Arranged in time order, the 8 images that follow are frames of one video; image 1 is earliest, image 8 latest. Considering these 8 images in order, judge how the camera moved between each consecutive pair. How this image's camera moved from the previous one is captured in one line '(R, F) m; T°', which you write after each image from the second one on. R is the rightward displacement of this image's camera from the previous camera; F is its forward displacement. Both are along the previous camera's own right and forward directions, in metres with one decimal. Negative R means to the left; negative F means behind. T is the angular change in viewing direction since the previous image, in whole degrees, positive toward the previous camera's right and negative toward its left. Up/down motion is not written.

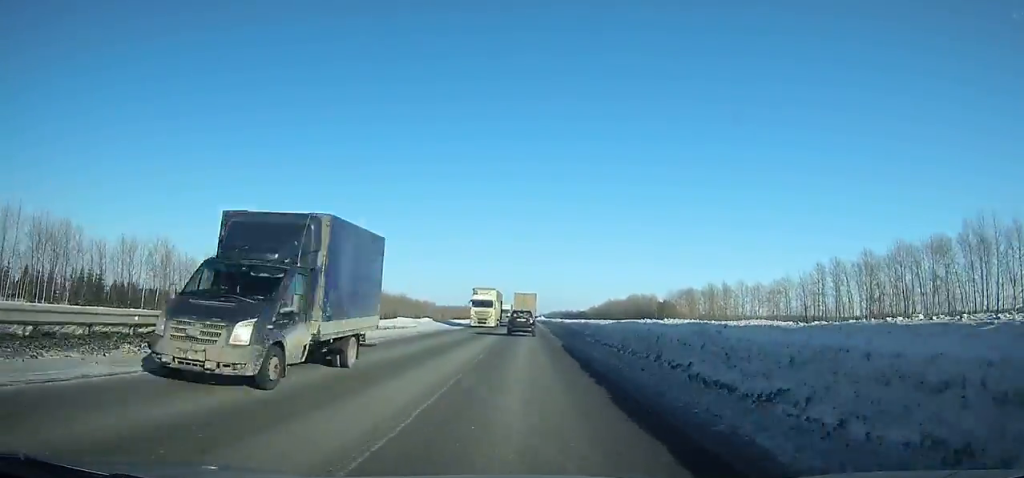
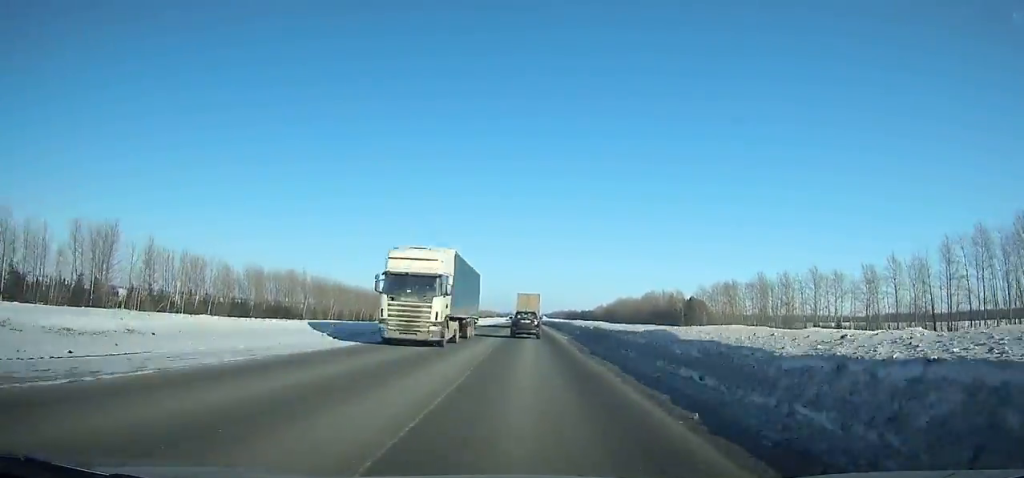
(+0.1, +44.5) m; 0°
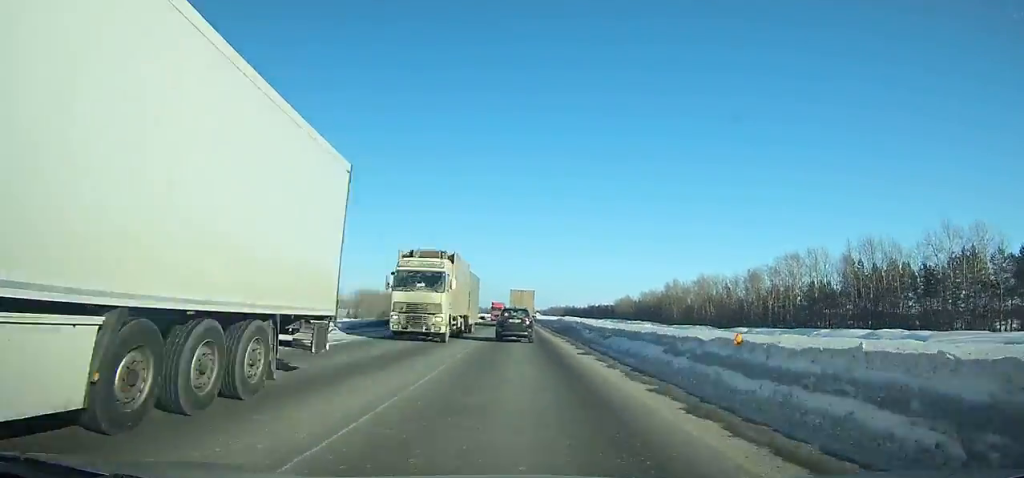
(+1.2, +168.8) m; +1°
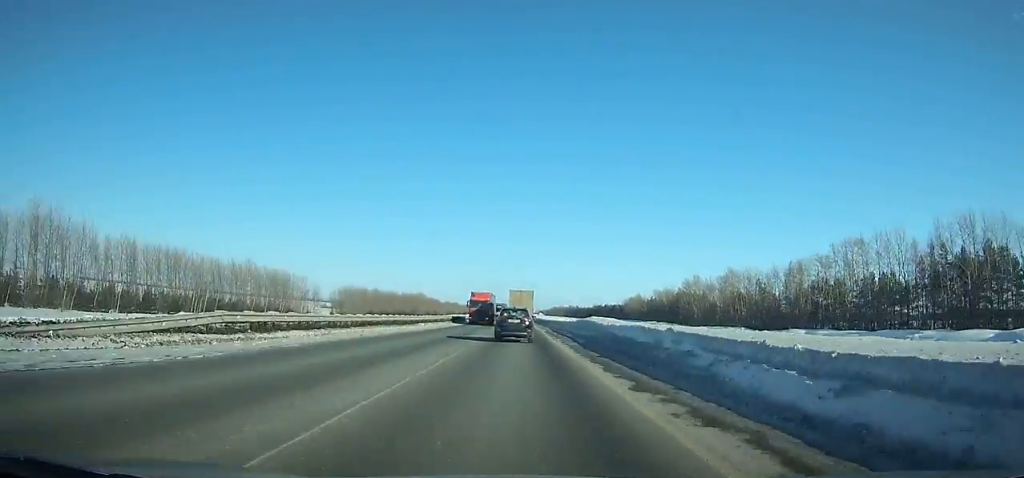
(+0.1, +27.8) m; 0°
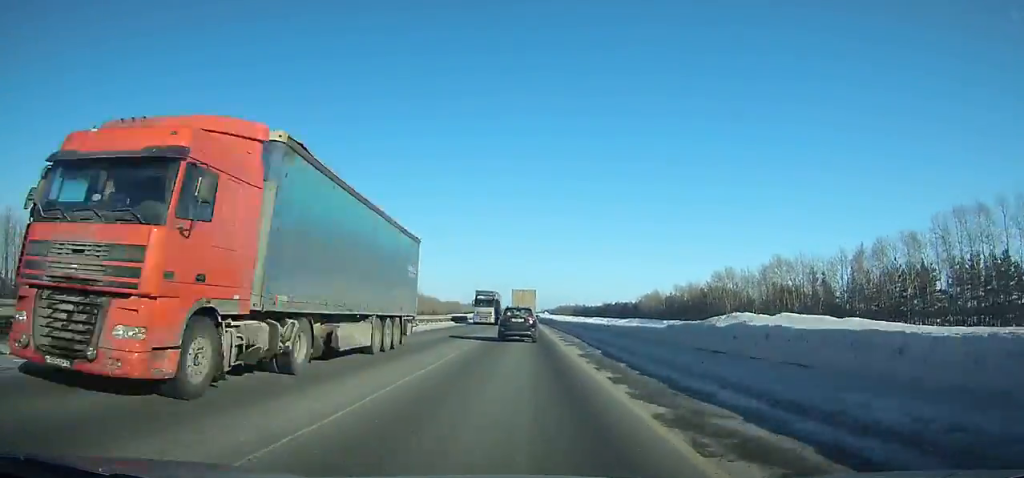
(+0.1, +31.9) m; 0°
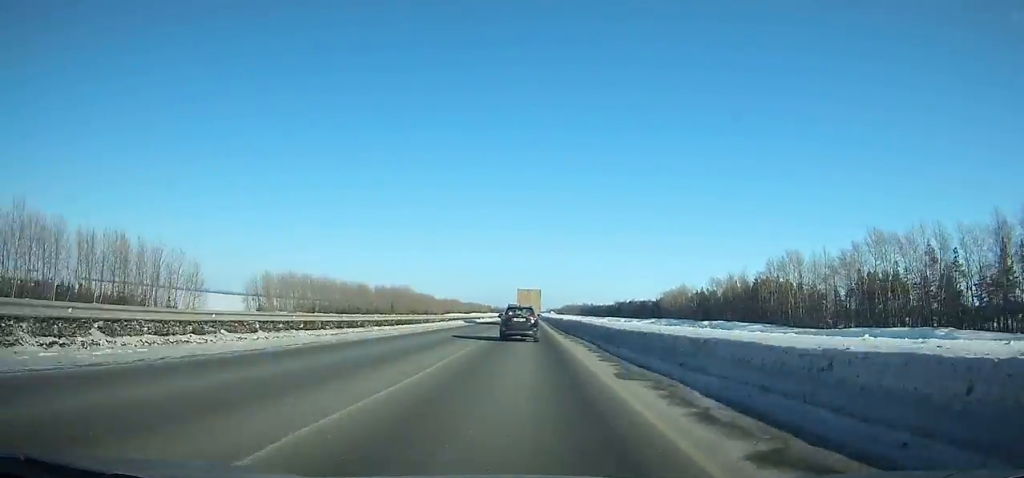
(0.0, +43.9) m; 0°
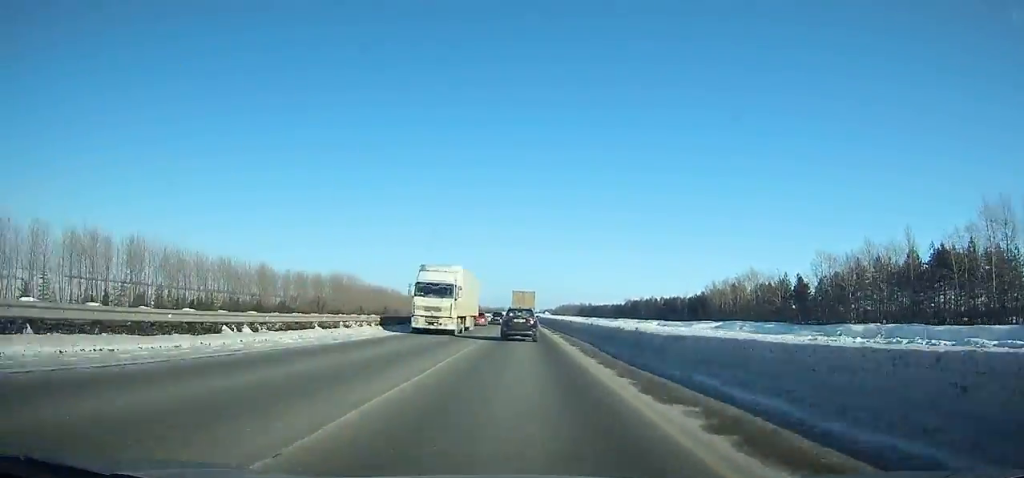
(-0.7, +85.4) m; 0°
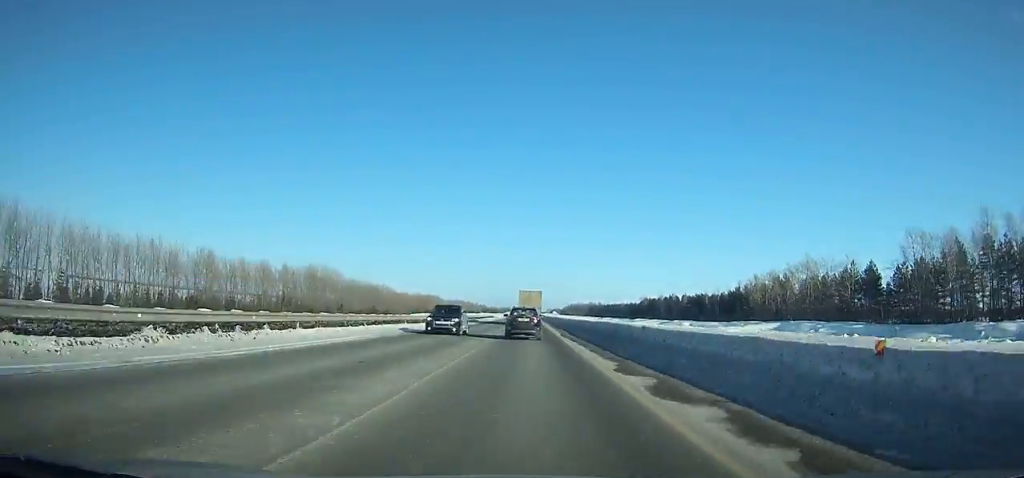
(+0.1, +32.5) m; 0°
